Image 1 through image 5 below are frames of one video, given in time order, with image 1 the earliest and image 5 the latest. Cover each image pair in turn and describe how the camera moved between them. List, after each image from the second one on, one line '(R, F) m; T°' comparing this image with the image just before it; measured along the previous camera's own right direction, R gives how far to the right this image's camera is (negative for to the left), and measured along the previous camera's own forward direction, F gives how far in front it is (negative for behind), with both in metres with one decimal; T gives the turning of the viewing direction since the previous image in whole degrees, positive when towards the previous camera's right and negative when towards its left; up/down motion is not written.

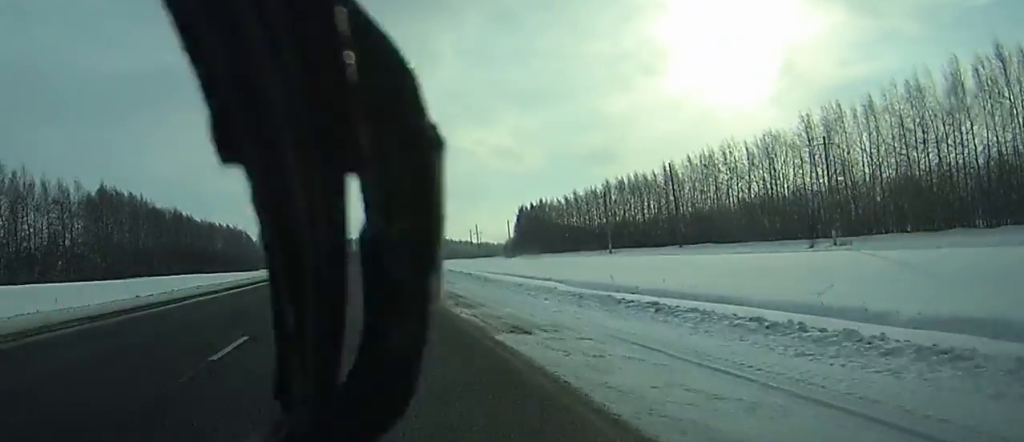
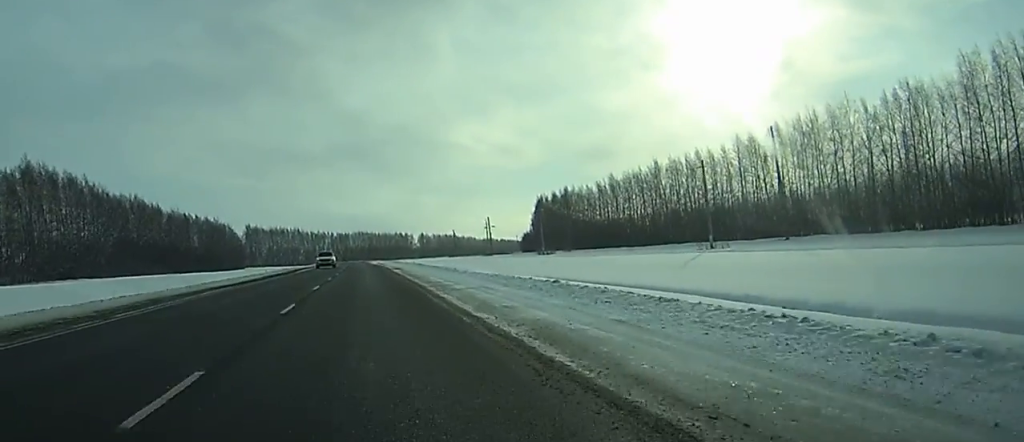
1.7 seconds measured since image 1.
(+0.2, +40.2) m; 0°
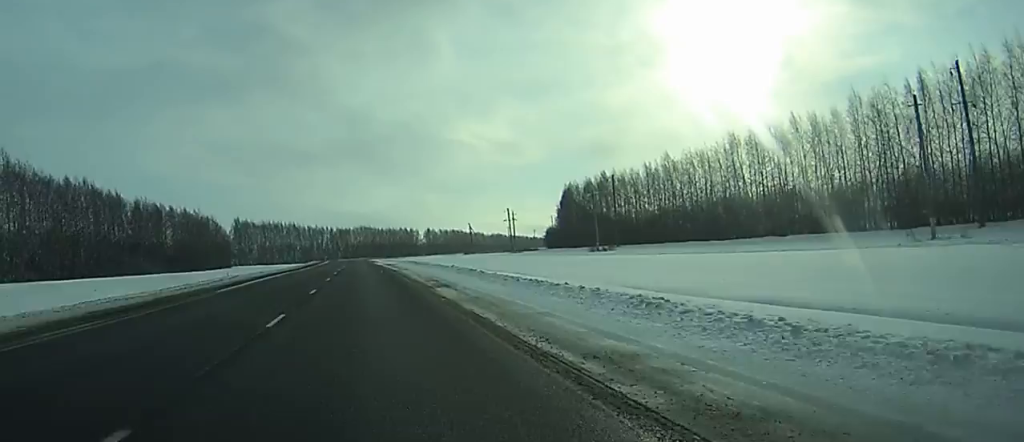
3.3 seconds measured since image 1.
(+0.1, +38.9) m; 0°
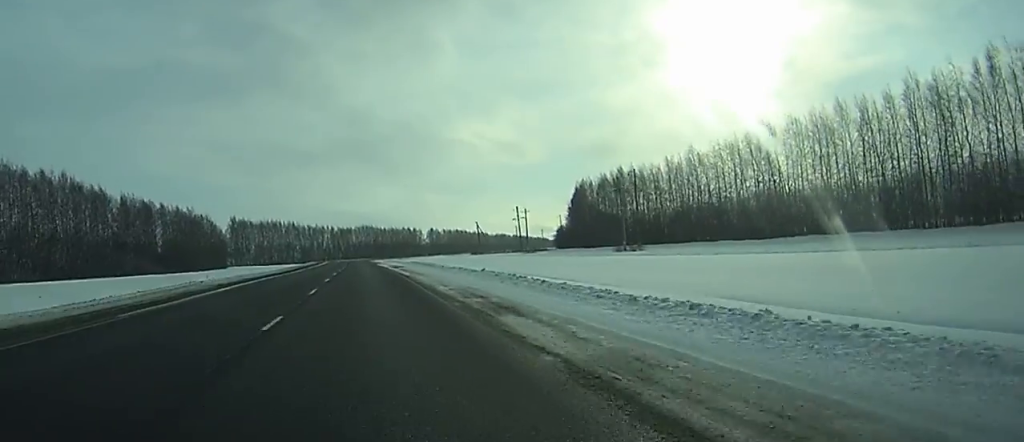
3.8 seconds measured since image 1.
(0.0, +13.0) m; 0°
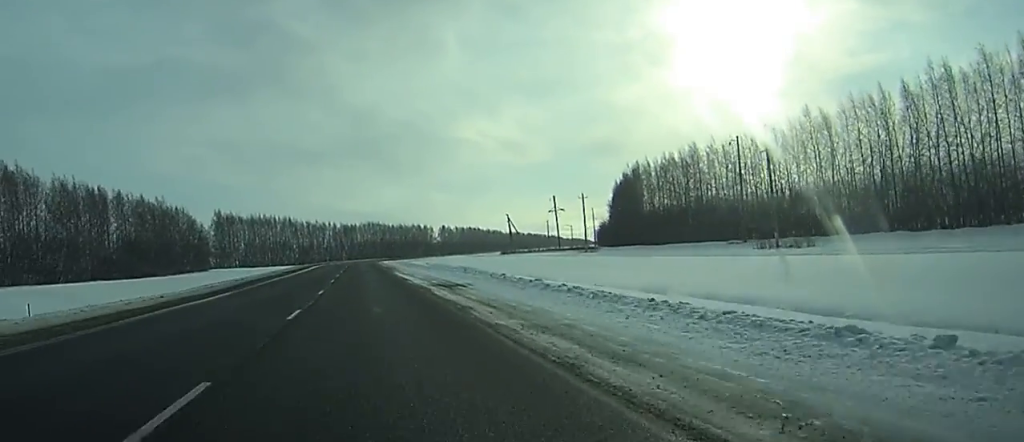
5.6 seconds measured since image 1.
(0.0, +44.1) m; 0°
